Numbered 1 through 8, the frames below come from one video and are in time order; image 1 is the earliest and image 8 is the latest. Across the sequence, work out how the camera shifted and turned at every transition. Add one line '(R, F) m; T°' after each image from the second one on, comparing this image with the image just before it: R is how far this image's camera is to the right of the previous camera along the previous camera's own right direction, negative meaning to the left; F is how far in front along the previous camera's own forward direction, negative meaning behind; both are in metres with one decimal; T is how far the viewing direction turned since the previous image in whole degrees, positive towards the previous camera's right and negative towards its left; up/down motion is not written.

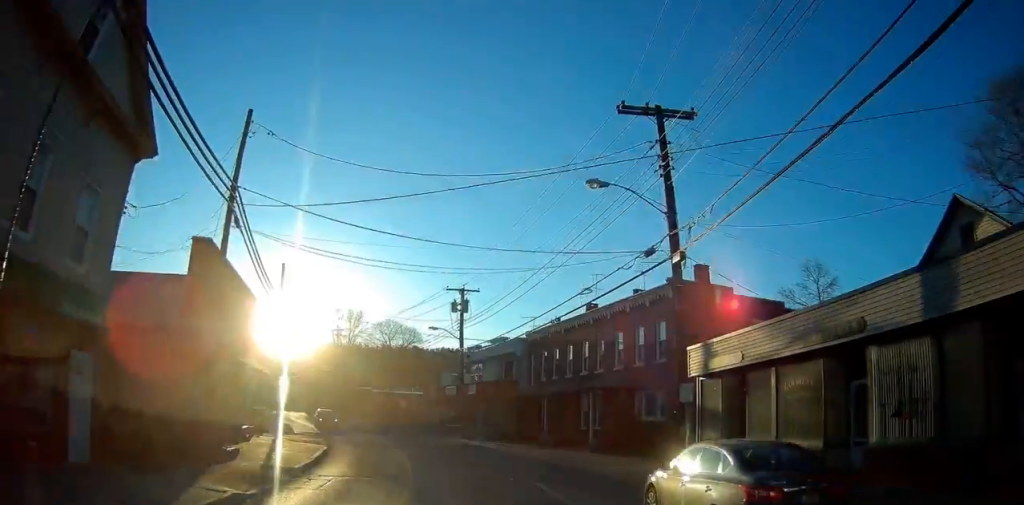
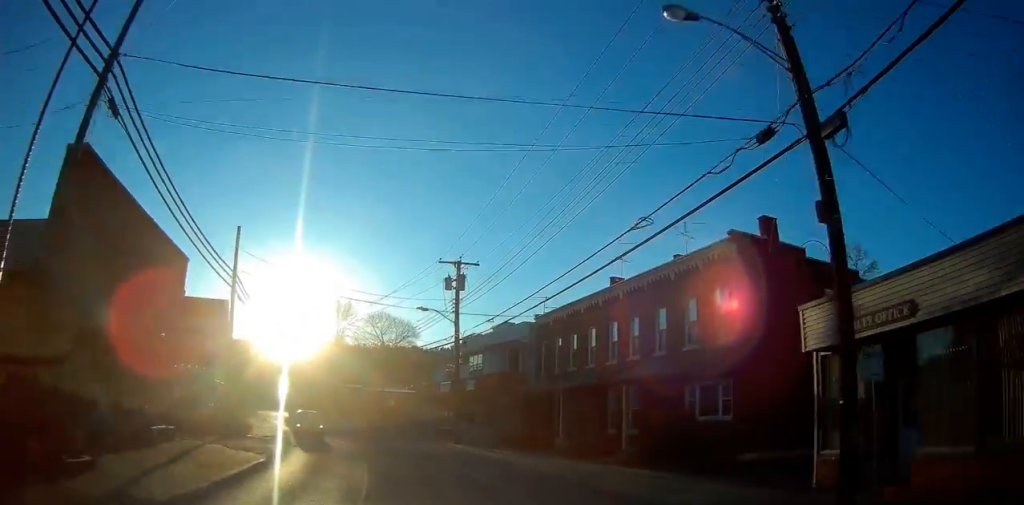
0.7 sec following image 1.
(0.0, +7.4) m; -1°
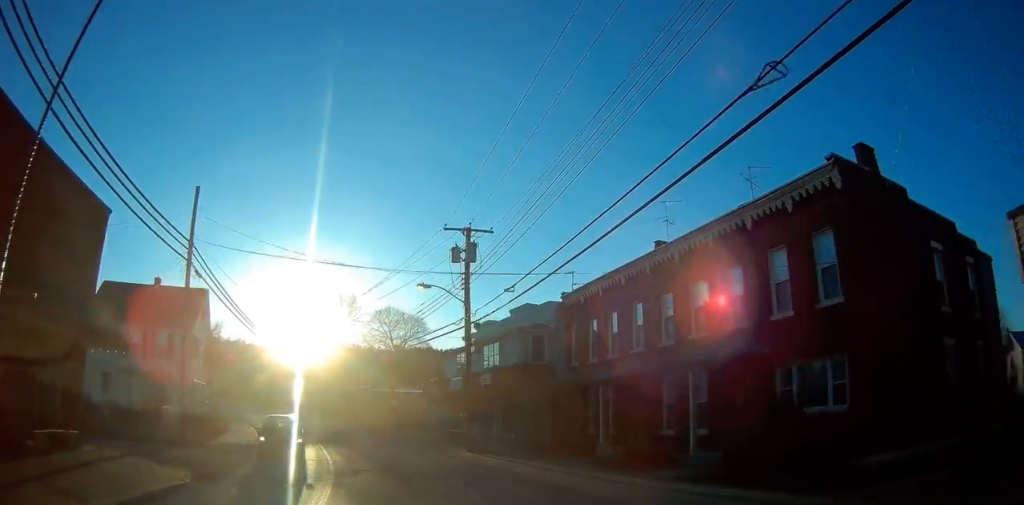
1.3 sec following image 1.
(+0.1, +6.3) m; -2°
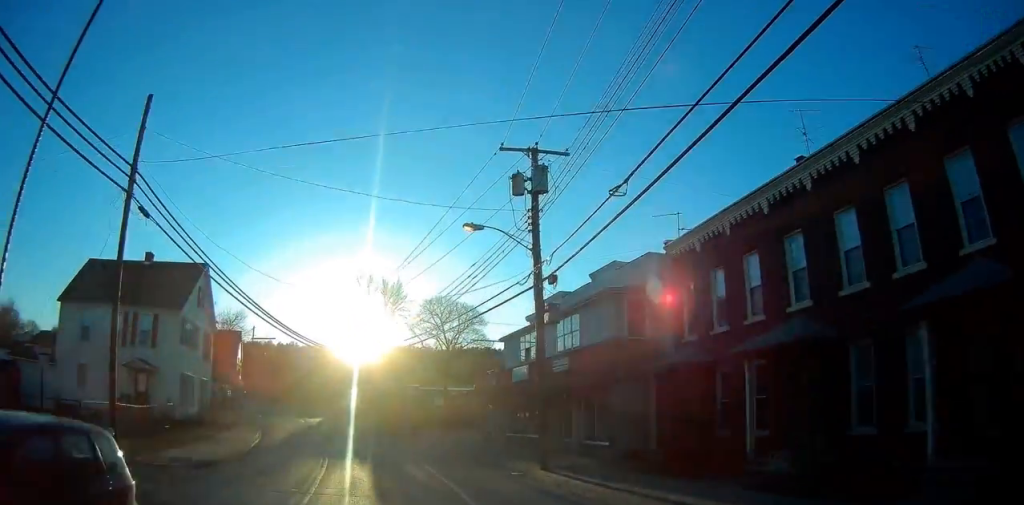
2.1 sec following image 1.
(-0.4, +8.8) m; -4°
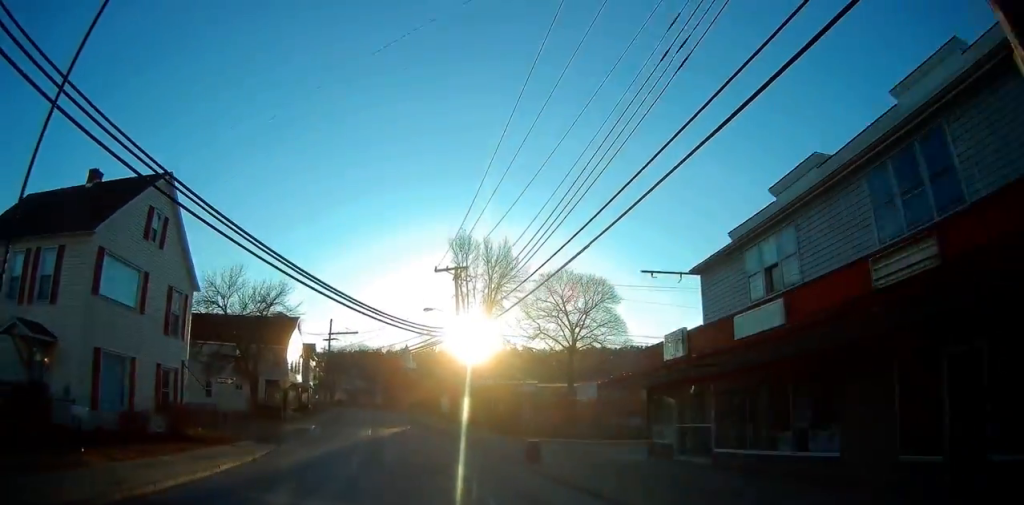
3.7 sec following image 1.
(-1.1, +16.1) m; -8°
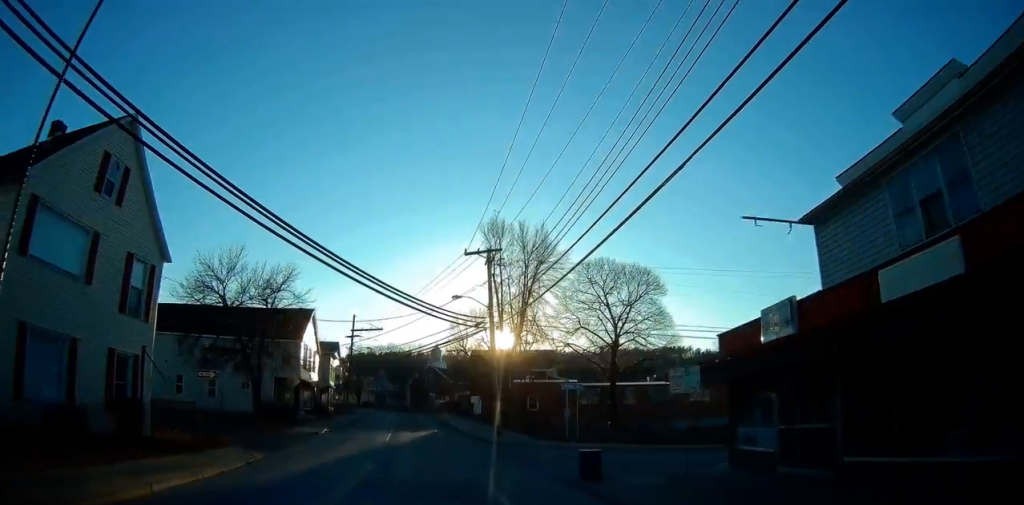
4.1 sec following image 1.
(0.0, +4.9) m; -3°
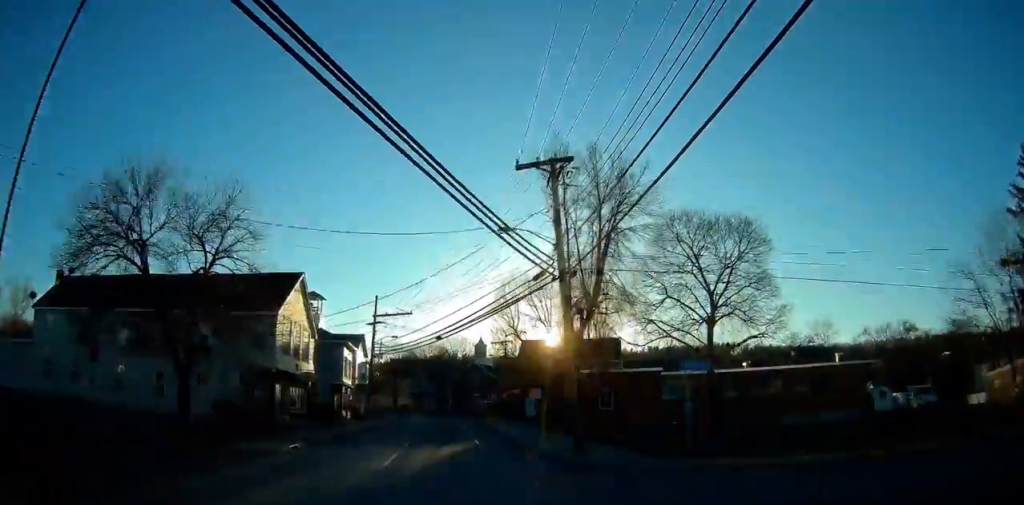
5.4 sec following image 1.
(-1.1, +13.2) m; -8°
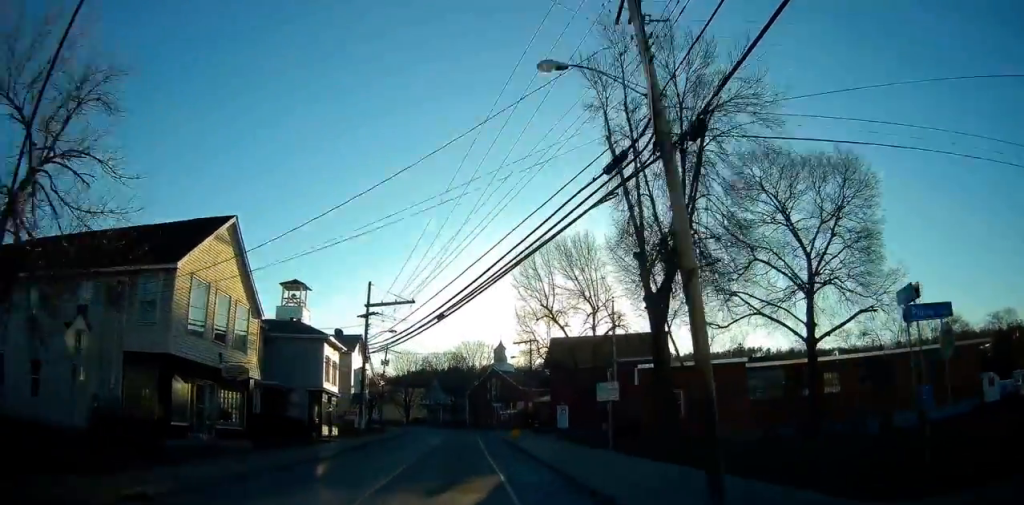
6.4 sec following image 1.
(-0.3, +11.7) m; -2°
